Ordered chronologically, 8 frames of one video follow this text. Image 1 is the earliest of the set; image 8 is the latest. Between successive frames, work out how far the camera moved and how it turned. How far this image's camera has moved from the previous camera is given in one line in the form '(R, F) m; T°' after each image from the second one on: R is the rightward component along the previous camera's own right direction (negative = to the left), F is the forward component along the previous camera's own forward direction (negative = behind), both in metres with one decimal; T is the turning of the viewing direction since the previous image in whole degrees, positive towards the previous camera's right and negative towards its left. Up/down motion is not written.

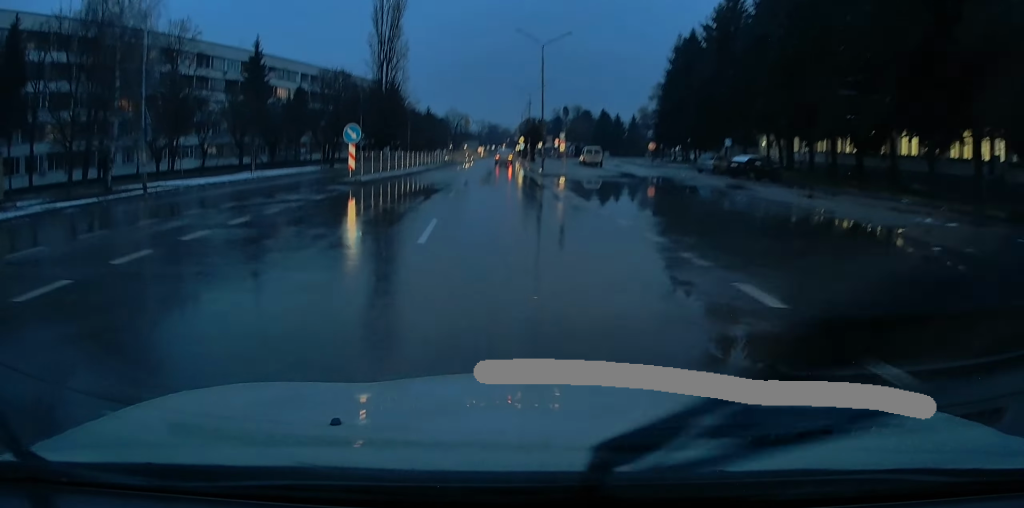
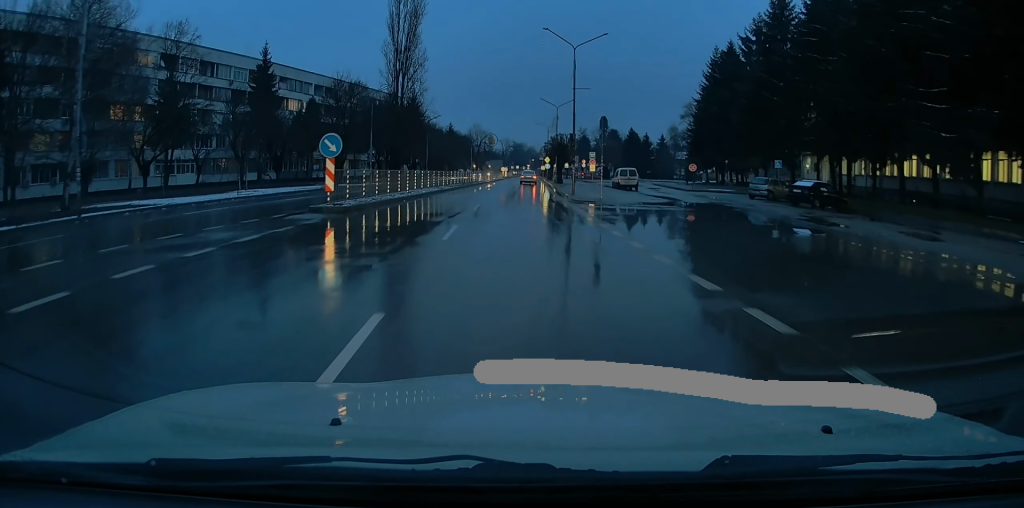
(0.0, +6.1) m; 0°
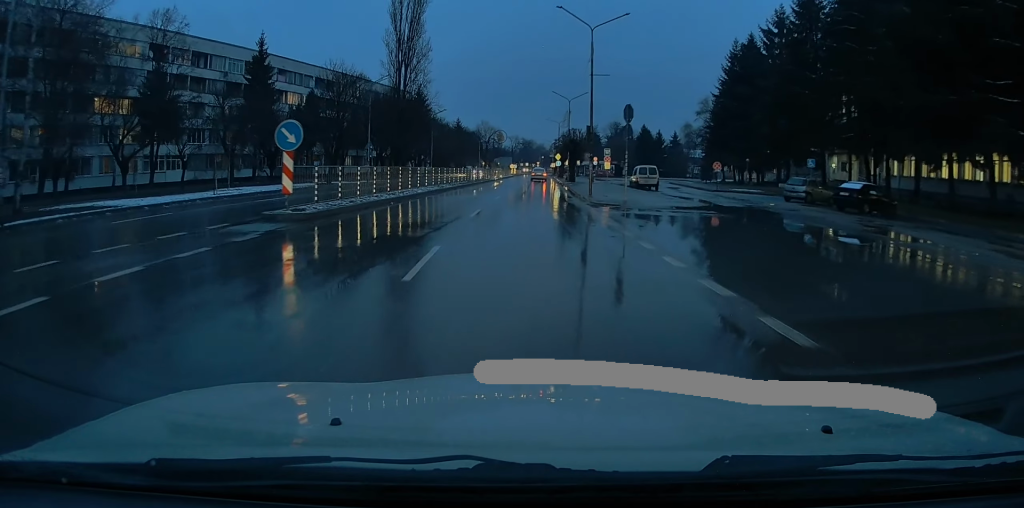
(0.0, +4.6) m; -1°
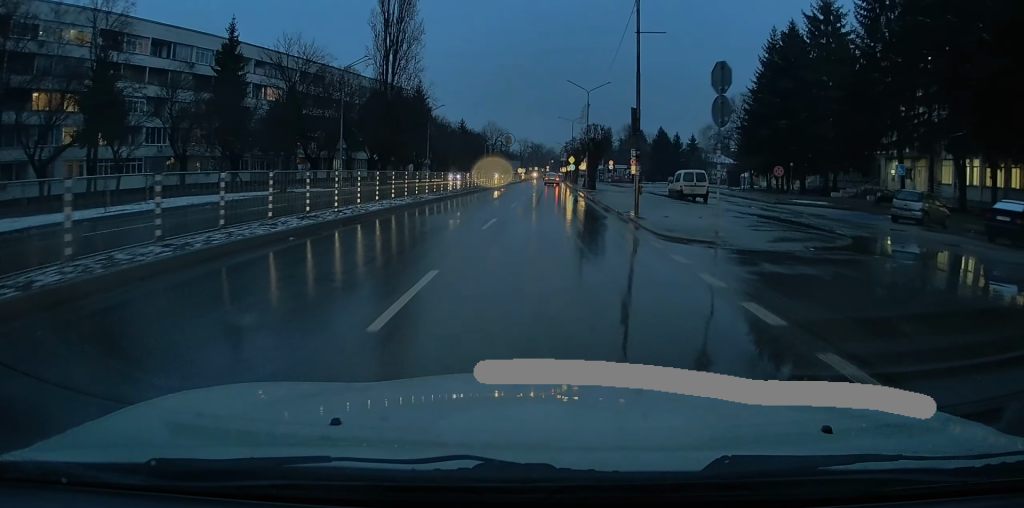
(-0.2, +11.2) m; -3°
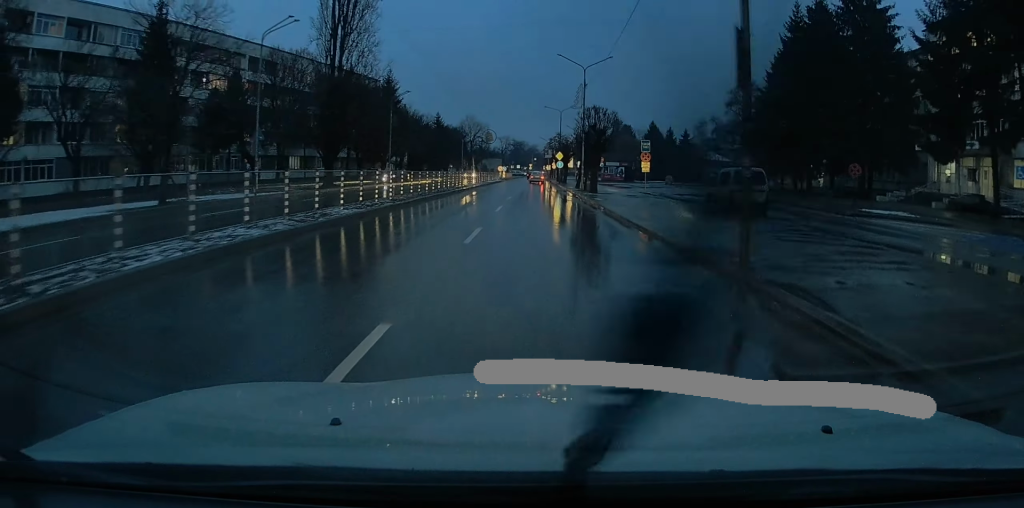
(0.0, +12.0) m; +2°
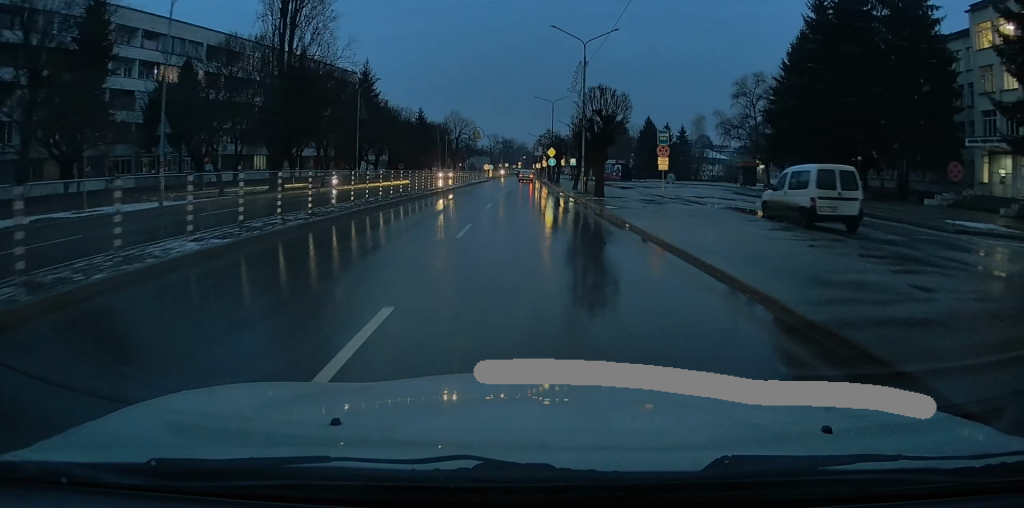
(+0.2, +8.4) m; +1°
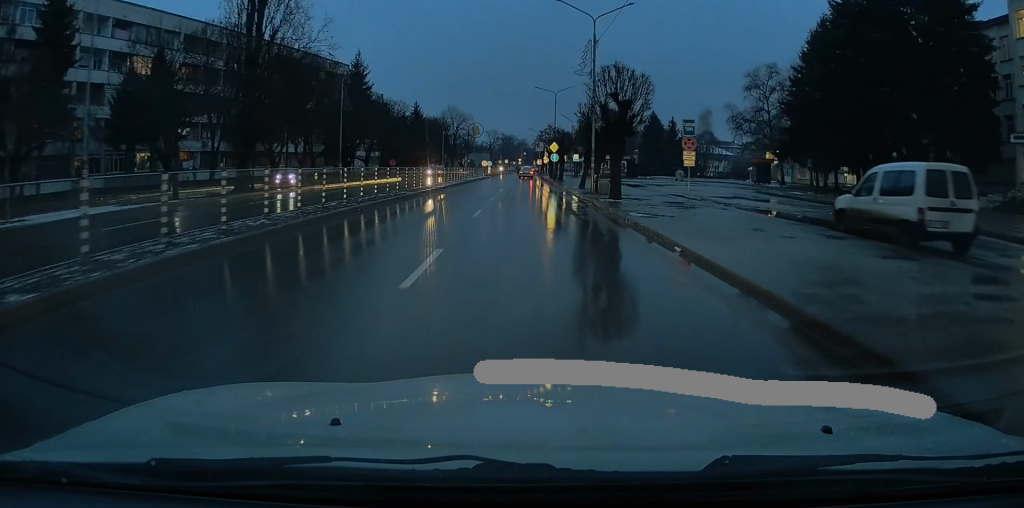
(0.0, +5.2) m; 0°
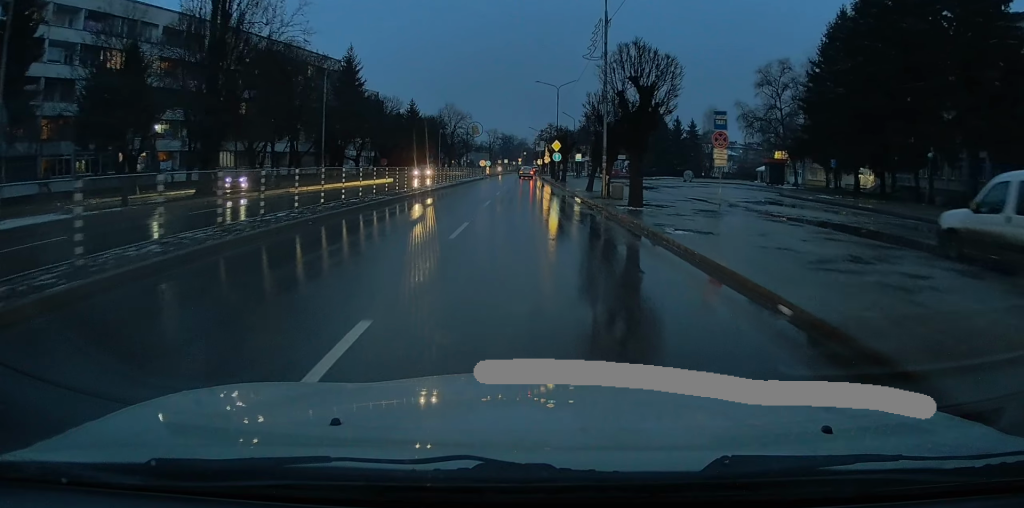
(0.0, +4.5) m; -1°
